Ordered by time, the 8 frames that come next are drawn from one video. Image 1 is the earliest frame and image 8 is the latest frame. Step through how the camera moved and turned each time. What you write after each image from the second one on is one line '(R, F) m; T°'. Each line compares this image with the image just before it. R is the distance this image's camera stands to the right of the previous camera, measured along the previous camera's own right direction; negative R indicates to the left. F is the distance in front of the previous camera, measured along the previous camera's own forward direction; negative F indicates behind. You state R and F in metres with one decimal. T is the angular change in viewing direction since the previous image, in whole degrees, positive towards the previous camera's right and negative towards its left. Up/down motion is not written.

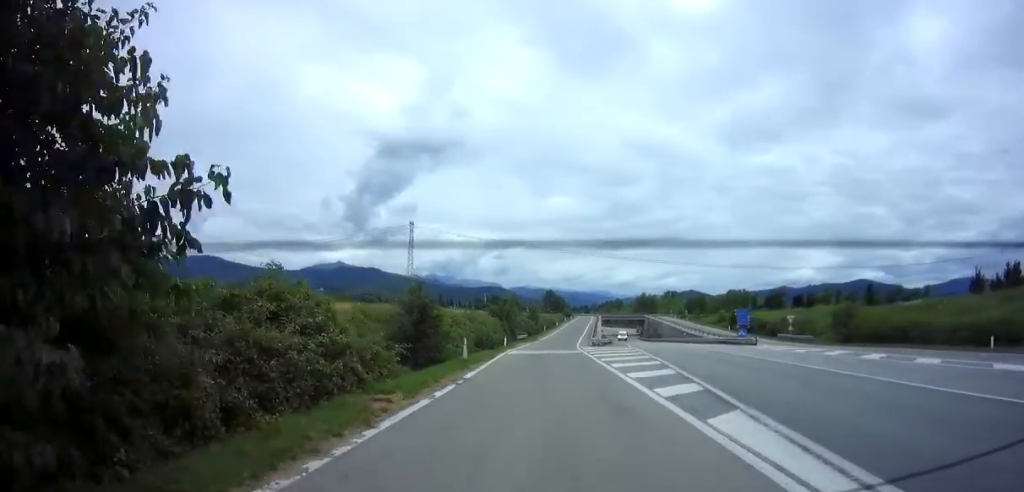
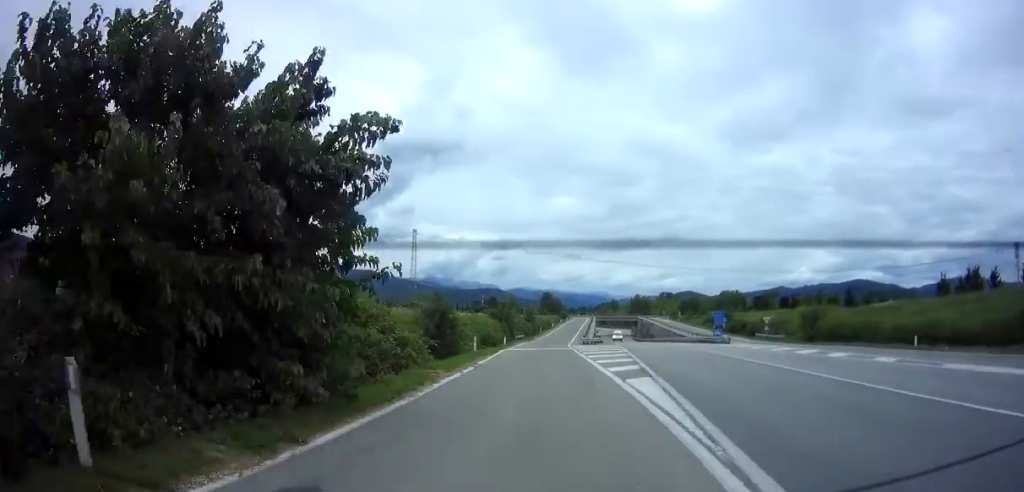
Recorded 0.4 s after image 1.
(-0.1, +5.9) m; 0°
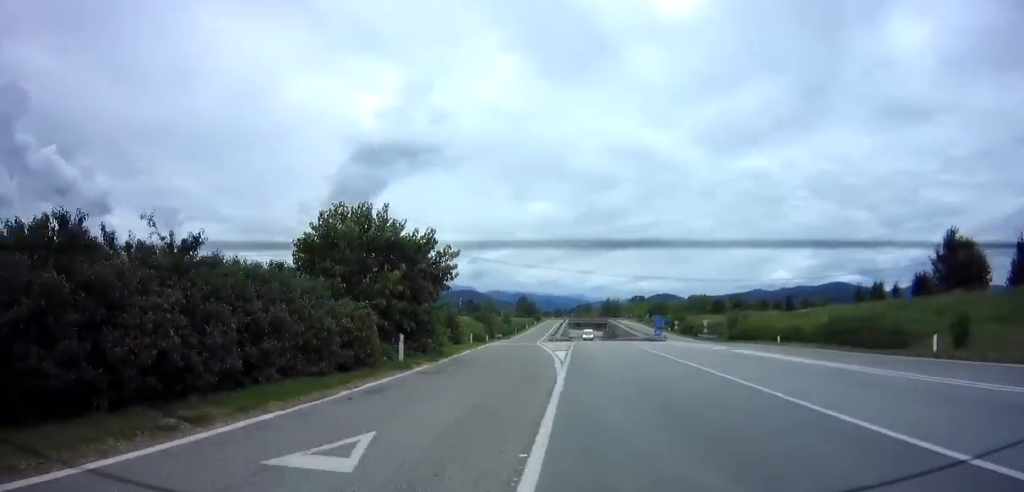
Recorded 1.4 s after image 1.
(+0.1, +14.3) m; +3°
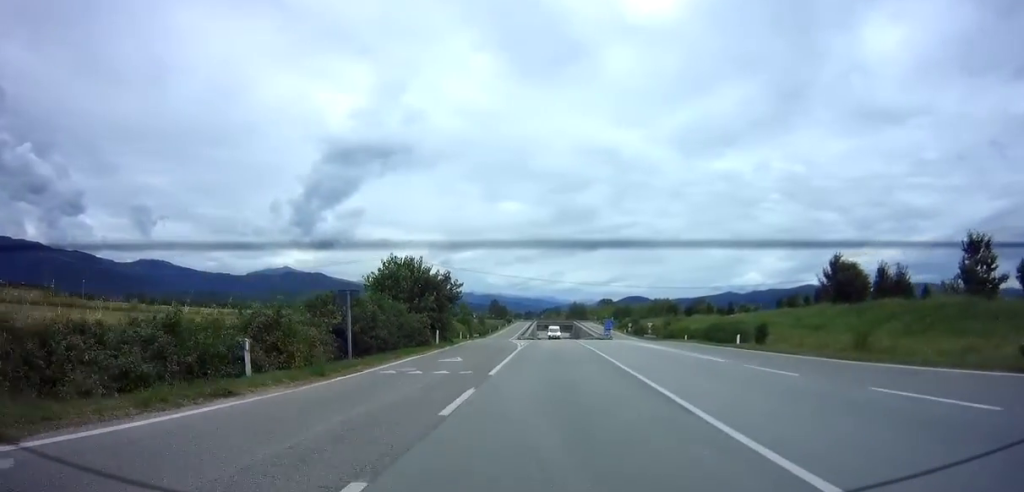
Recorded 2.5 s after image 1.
(+0.7, +16.6) m; +3°
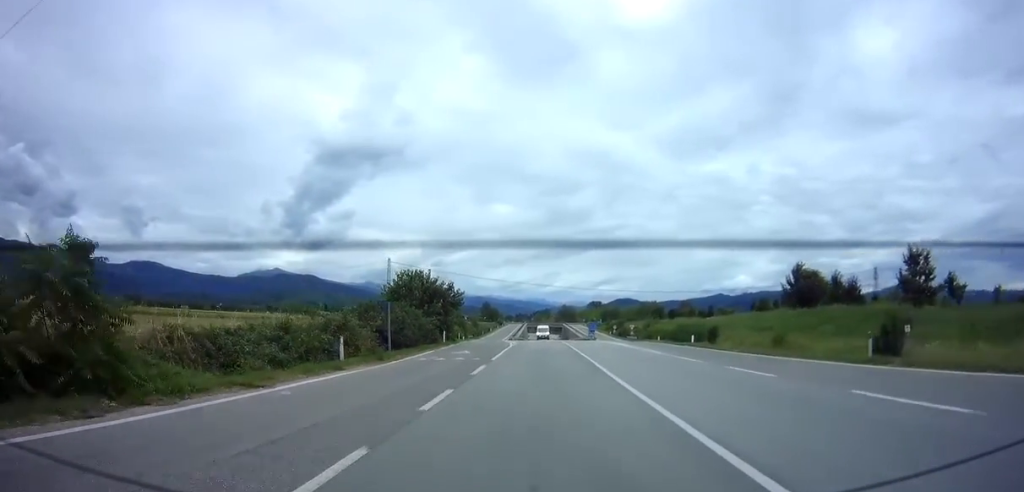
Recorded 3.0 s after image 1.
(0.0, +7.5) m; 0°
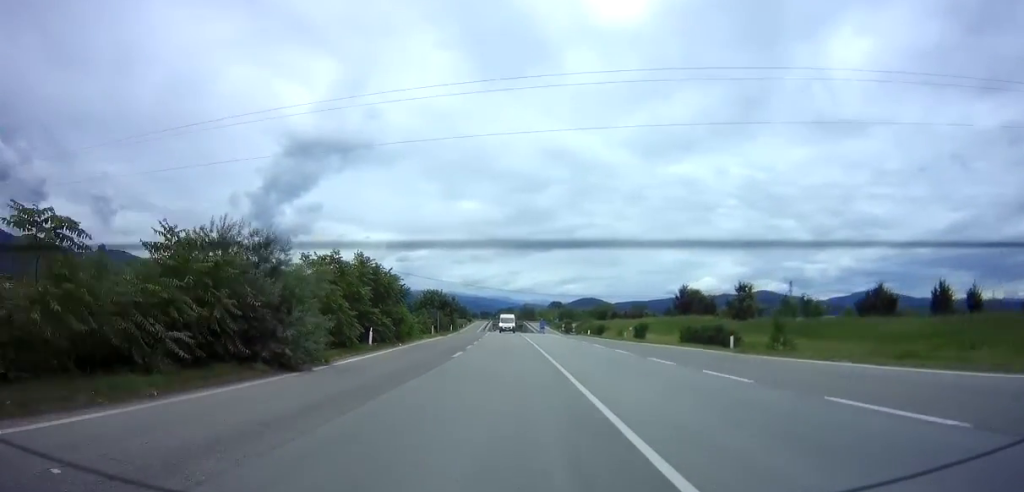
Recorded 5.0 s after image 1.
(+0.5, +33.8) m; +3°
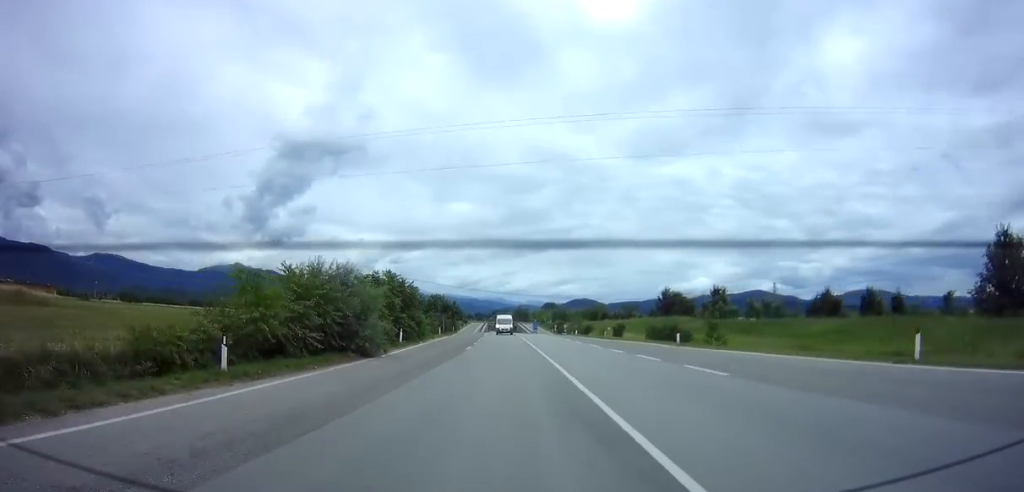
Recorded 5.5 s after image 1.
(0.0, +9.2) m; +1°
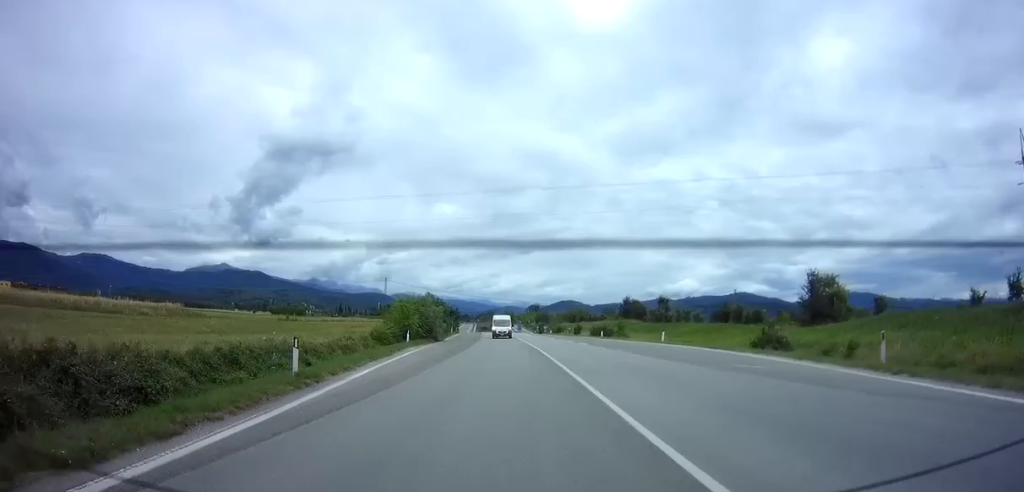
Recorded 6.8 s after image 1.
(+0.7, +25.6) m; +2°
